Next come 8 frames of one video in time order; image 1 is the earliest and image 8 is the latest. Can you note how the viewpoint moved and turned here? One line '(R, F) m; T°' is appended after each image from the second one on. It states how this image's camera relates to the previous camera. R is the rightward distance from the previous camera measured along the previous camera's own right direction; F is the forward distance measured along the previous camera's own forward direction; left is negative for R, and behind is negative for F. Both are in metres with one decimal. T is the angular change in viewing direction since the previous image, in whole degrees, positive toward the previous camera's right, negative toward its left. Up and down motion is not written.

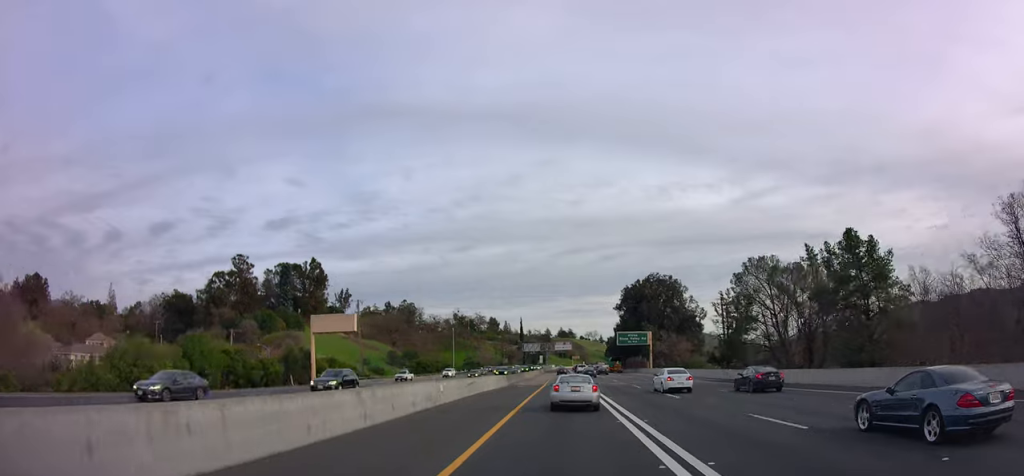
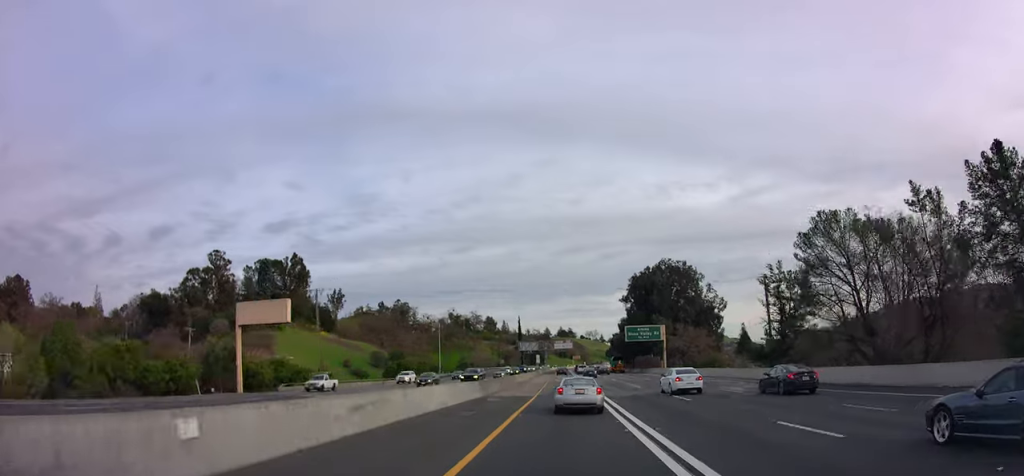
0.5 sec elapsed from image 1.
(-0.2, +16.3) m; -1°
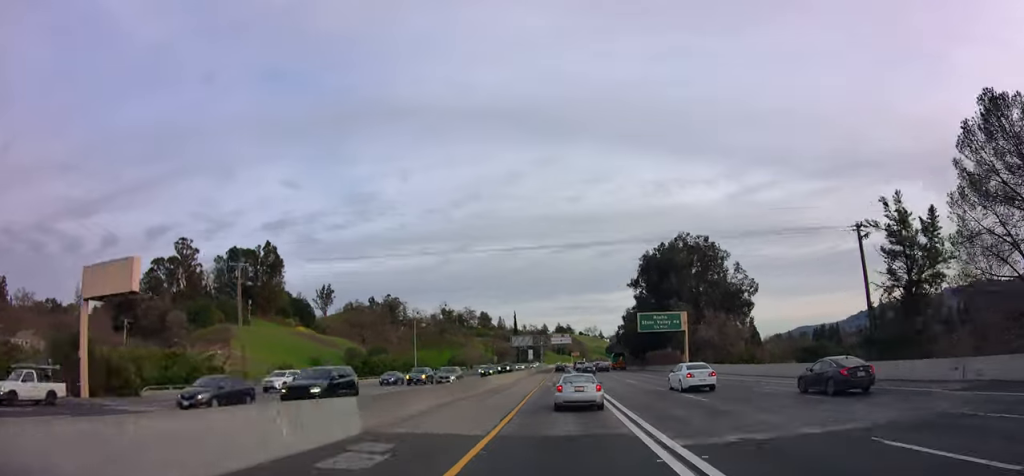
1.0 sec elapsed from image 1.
(0.0, +19.8) m; -1°
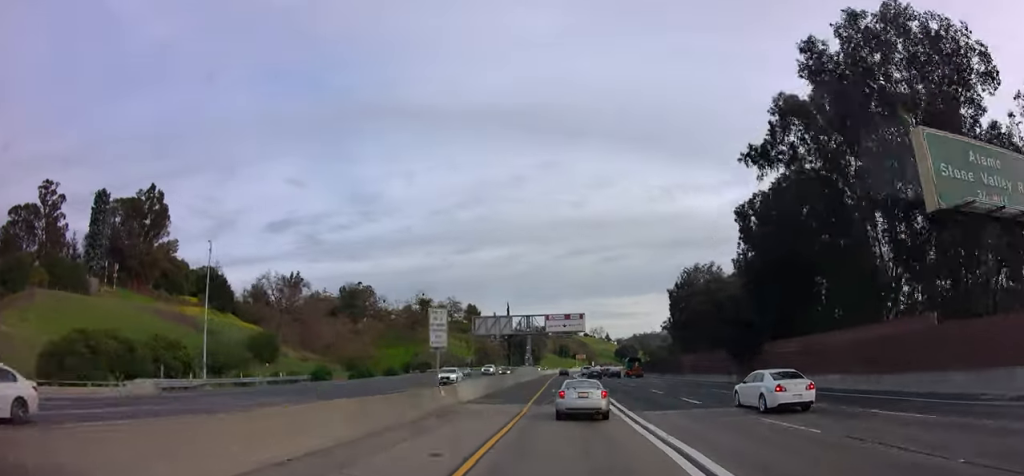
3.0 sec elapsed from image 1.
(+1.4, +67.7) m; +2°
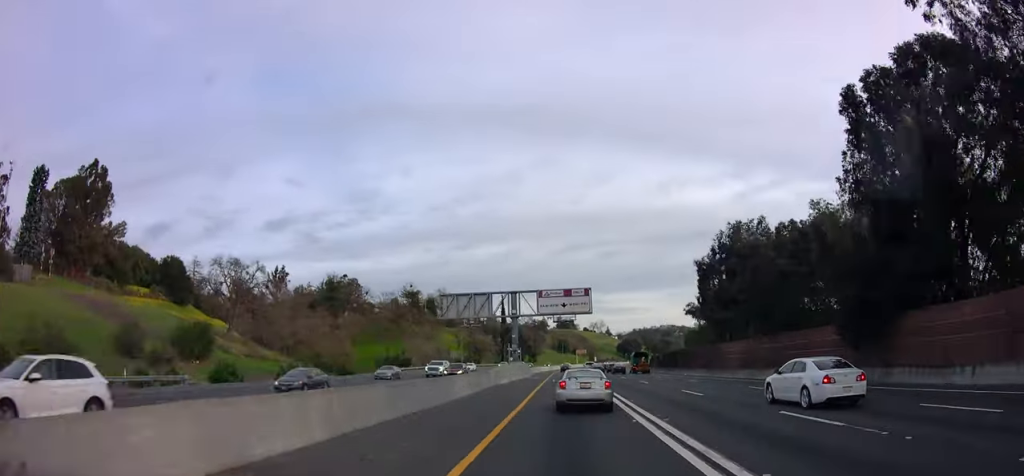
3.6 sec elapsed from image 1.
(-0.5, +22.3) m; -1°
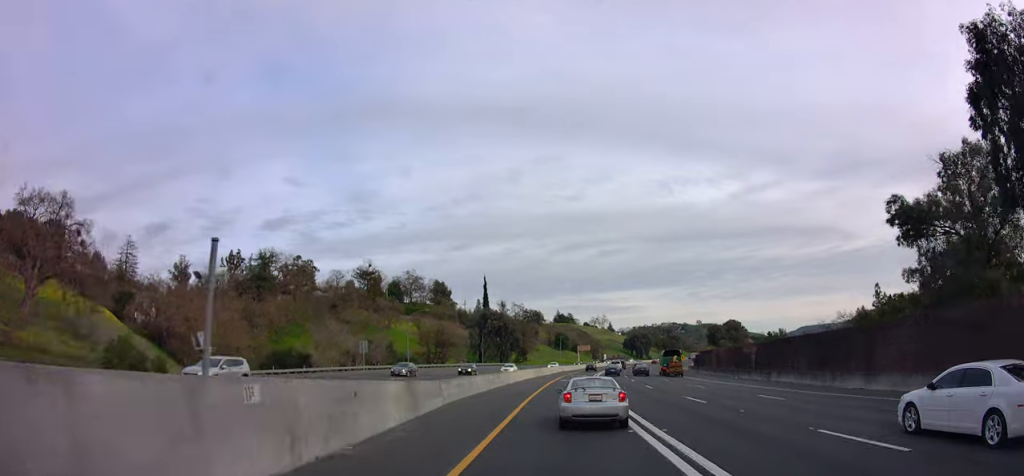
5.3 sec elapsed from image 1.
(-0.2, +59.5) m; +1°
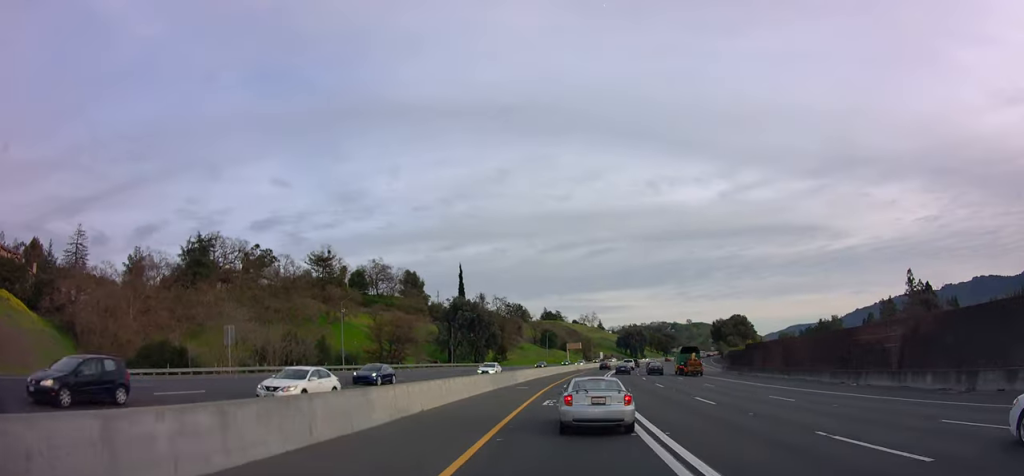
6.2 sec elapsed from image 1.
(+0.4, +30.2) m; +1°
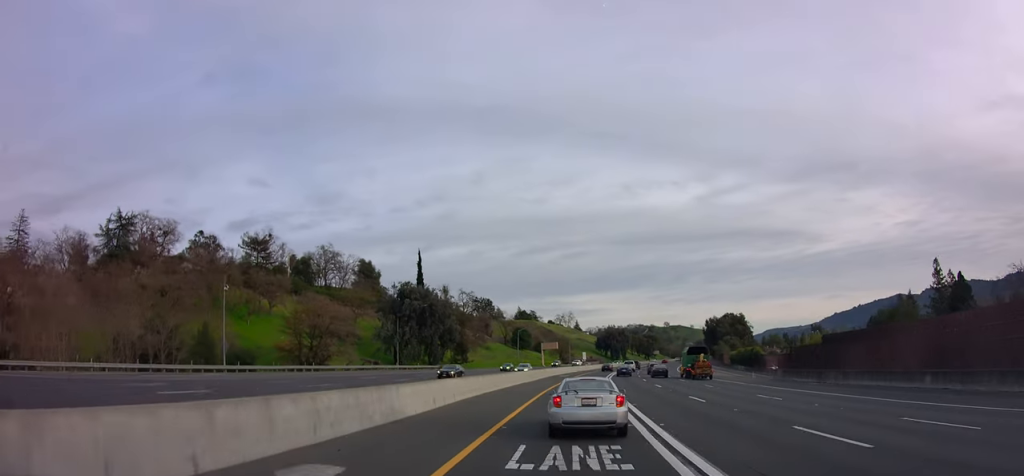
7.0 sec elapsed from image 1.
(+0.1, +27.7) m; +1°
